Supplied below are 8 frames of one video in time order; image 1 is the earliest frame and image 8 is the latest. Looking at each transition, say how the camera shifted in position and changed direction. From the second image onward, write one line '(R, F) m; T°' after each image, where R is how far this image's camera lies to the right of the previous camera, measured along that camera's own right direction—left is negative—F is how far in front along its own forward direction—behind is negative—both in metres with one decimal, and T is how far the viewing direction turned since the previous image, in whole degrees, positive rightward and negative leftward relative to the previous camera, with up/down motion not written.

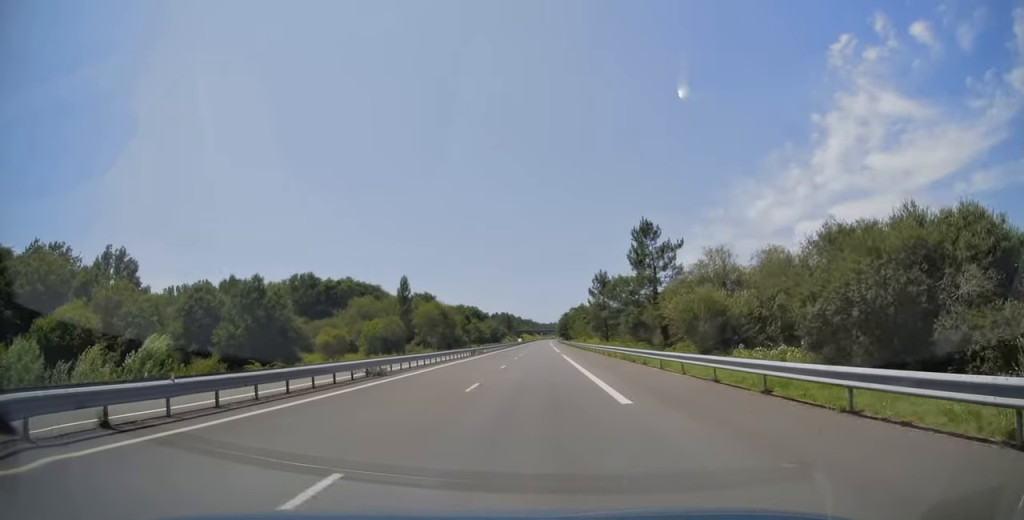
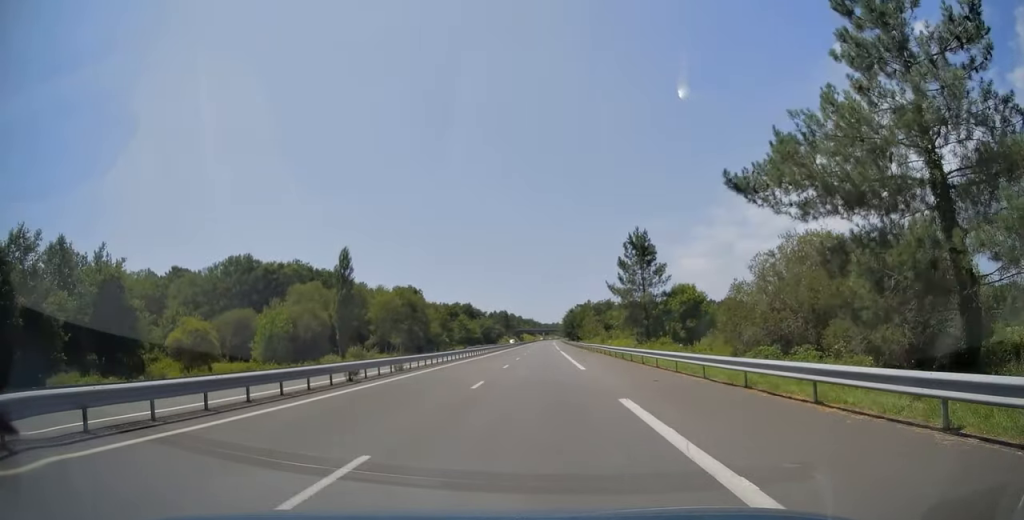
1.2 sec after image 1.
(0.0, +38.5) m; 0°
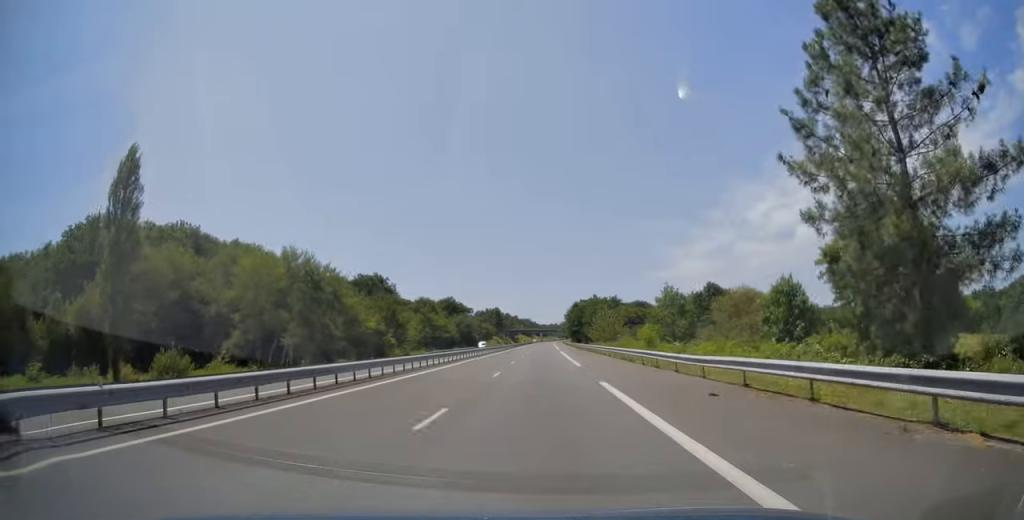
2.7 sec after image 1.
(0.0, +47.4) m; +1°
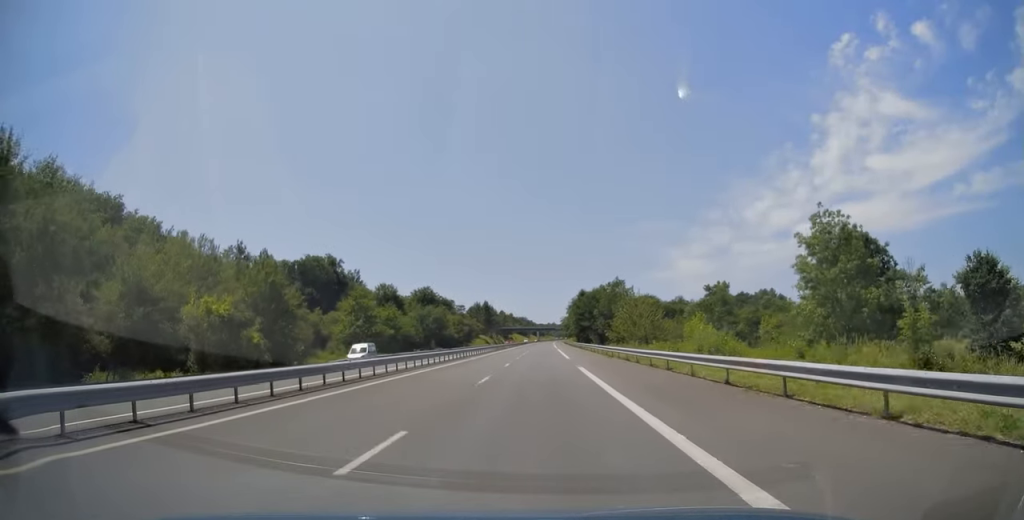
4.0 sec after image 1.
(+0.4, +42.6) m; 0°
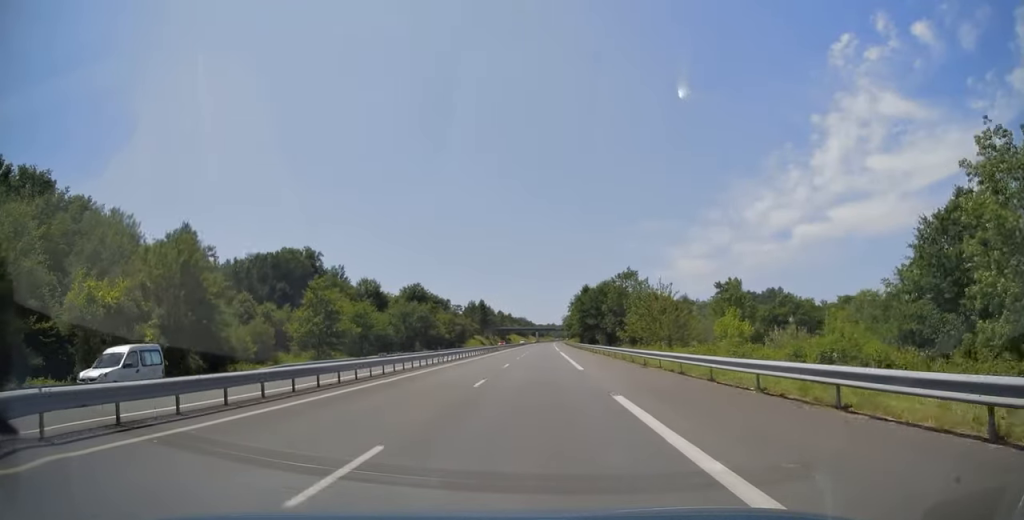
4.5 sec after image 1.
(-0.1, +14.4) m; 0°
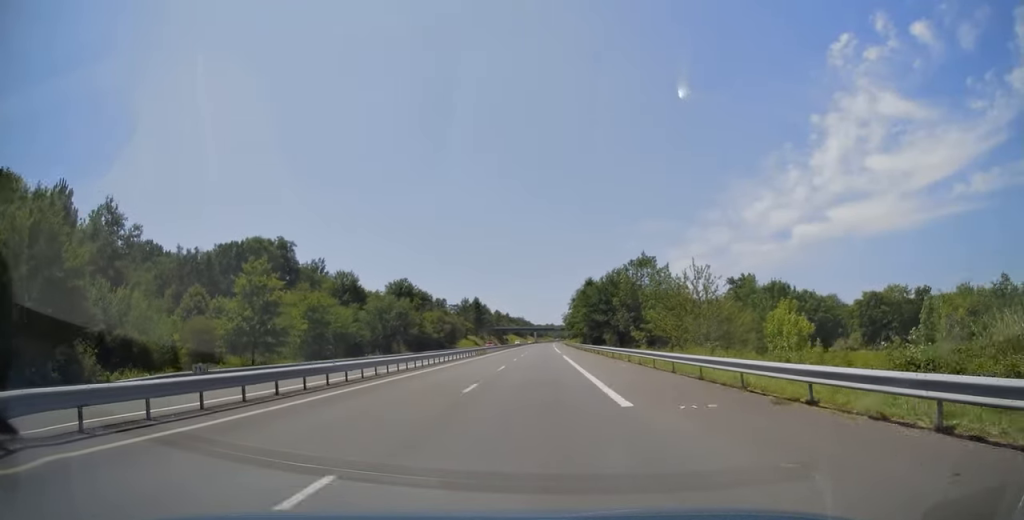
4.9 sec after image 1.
(-0.1, +14.9) m; 0°
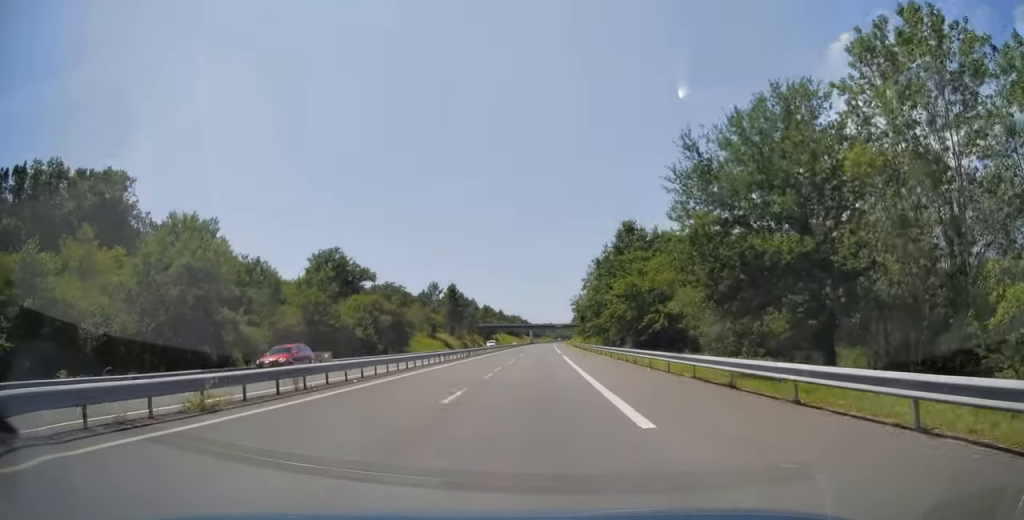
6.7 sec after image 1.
(+0.5, +55.4) m; 0°
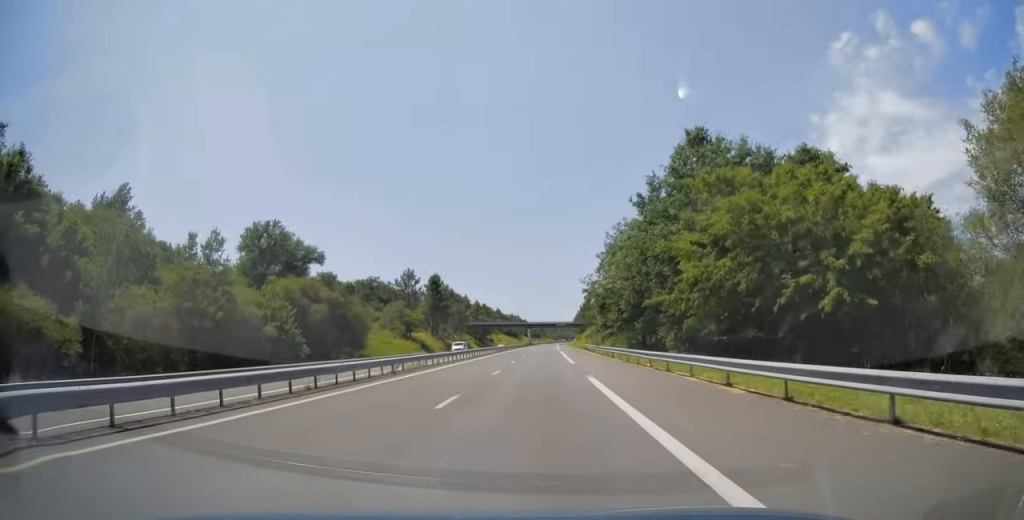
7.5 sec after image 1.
(-0.3, +27.2) m; 0°
